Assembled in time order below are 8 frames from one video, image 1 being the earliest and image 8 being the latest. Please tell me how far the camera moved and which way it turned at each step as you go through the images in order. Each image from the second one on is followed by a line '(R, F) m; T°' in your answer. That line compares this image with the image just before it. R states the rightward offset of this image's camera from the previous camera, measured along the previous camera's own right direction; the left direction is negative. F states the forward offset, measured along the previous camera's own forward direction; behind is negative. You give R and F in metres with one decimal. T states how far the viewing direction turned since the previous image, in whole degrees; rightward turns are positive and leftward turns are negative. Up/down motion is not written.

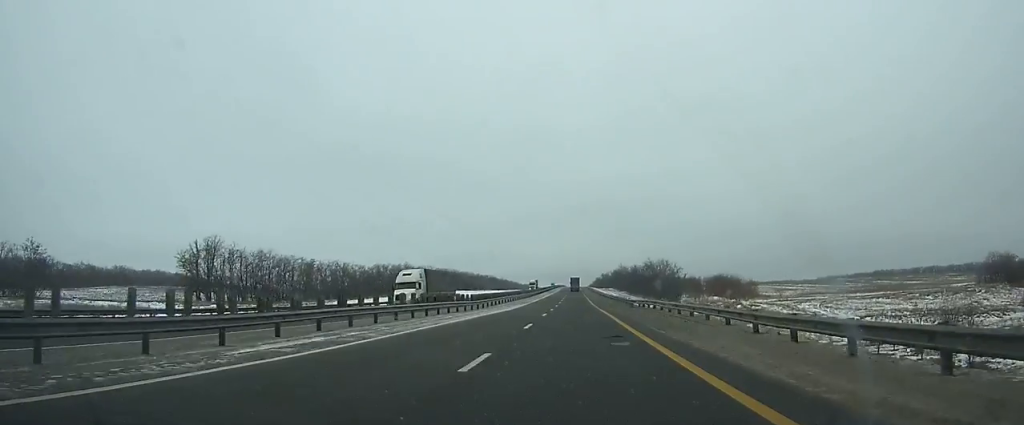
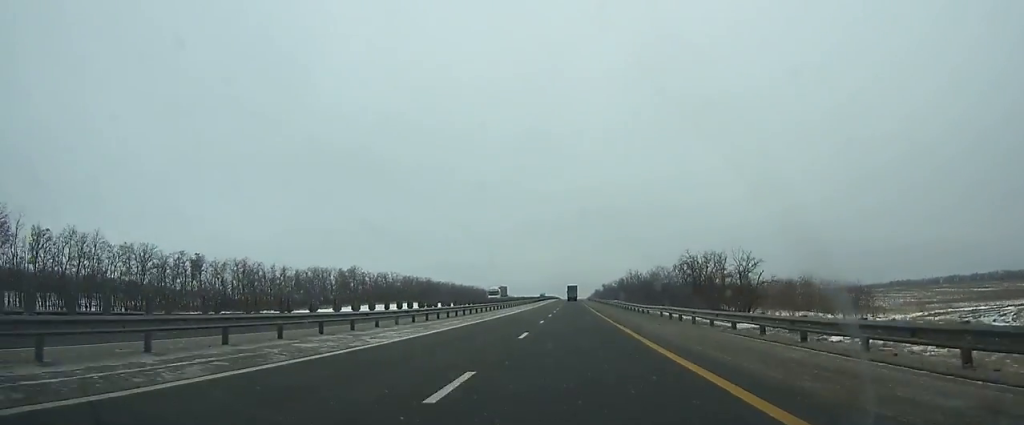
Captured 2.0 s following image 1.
(0.0, +63.6) m; 0°
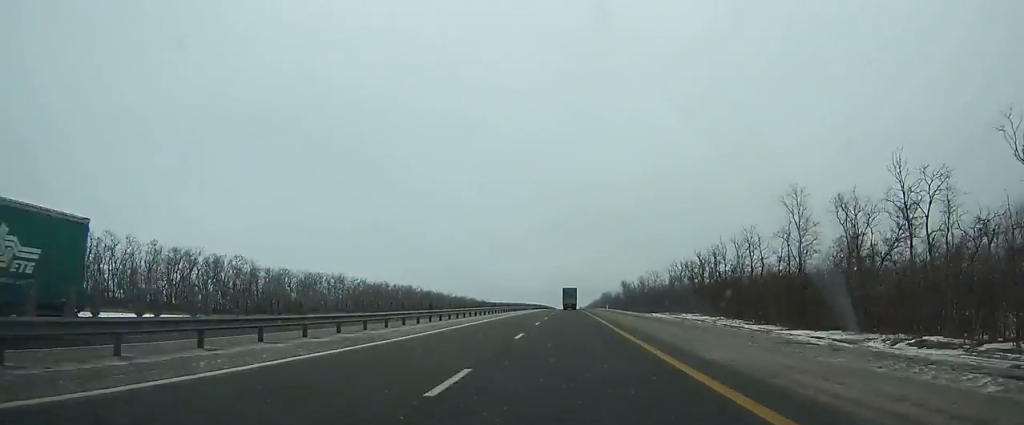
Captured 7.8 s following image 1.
(+0.1, +180.8) m; 0°
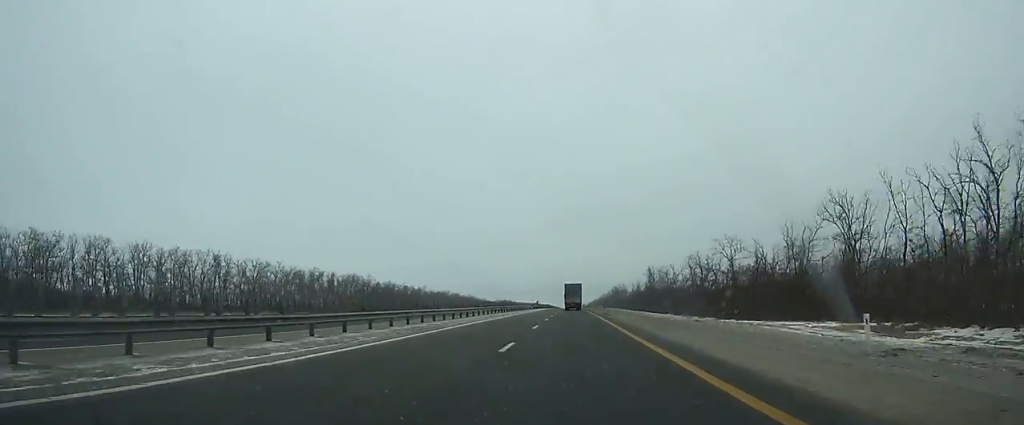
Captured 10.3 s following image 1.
(0.0, +77.8) m; 0°
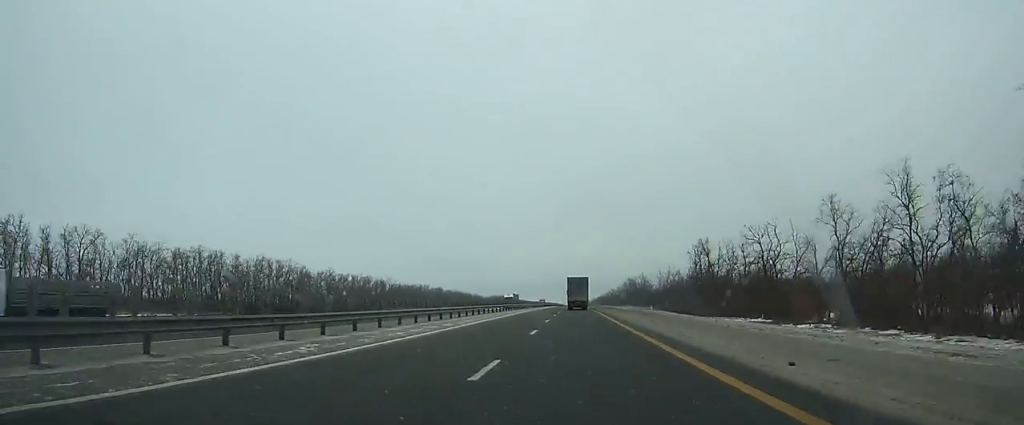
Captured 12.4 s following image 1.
(-0.4, +66.1) m; 0°
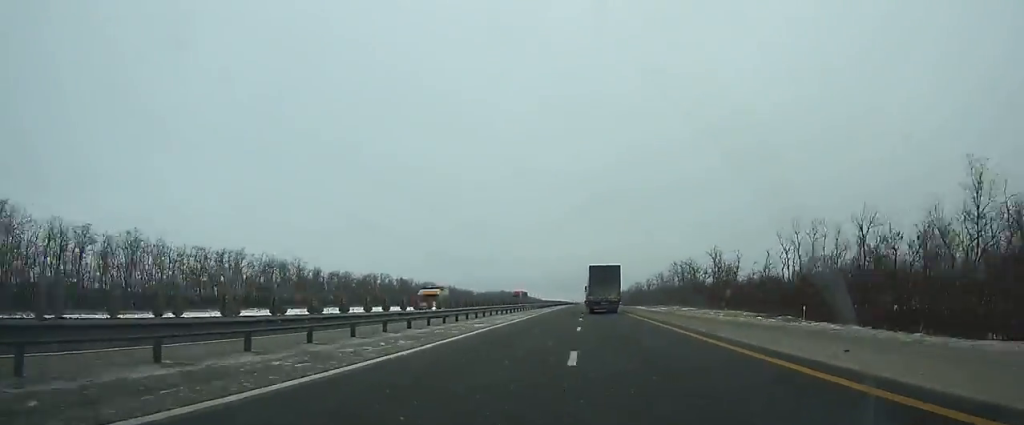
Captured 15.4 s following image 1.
(-0.3, +95.4) m; 0°
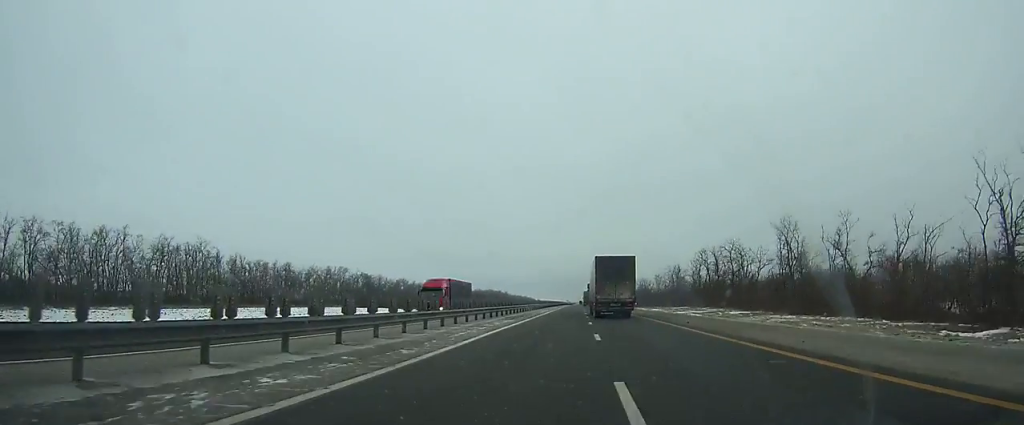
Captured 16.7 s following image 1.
(0.0, +41.6) m; 0°
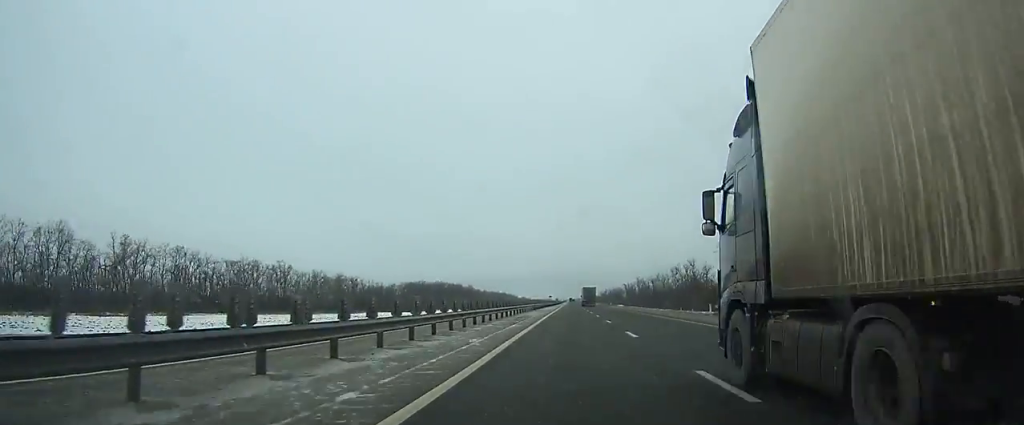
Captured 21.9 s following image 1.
(+1.2, +169.4) m; +1°
